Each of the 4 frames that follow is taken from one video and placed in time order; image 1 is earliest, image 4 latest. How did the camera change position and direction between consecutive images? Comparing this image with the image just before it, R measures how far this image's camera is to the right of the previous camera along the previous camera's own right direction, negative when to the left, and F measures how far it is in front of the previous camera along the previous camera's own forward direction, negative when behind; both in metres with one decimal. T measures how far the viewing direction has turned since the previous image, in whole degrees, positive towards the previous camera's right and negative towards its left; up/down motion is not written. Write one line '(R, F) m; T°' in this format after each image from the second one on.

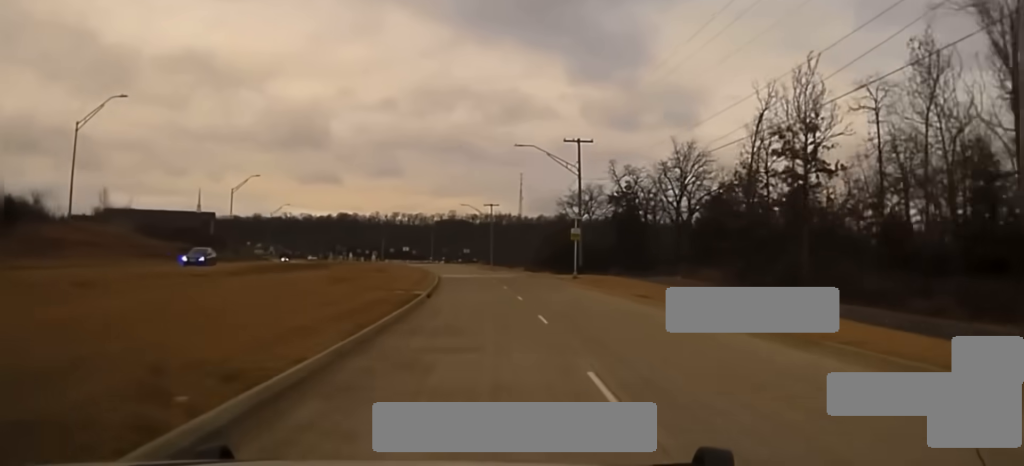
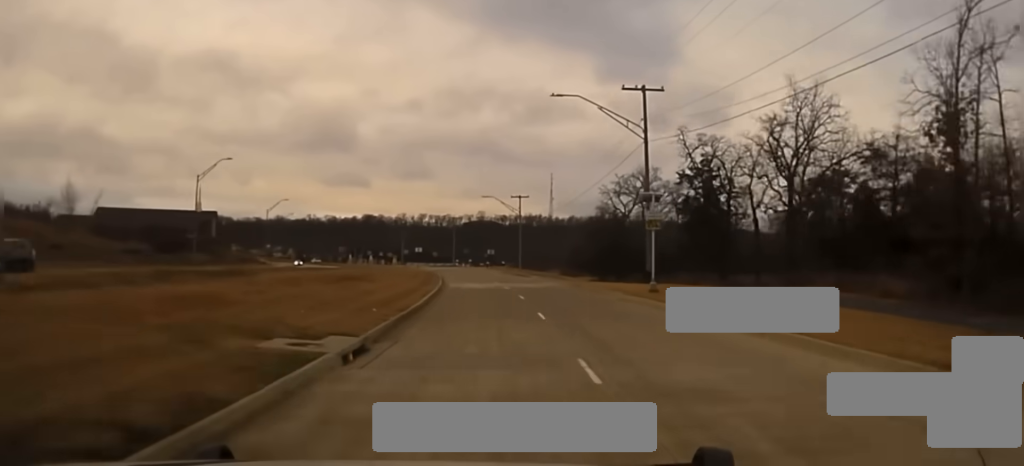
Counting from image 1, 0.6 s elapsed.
(-0.3, +22.2) m; -2°
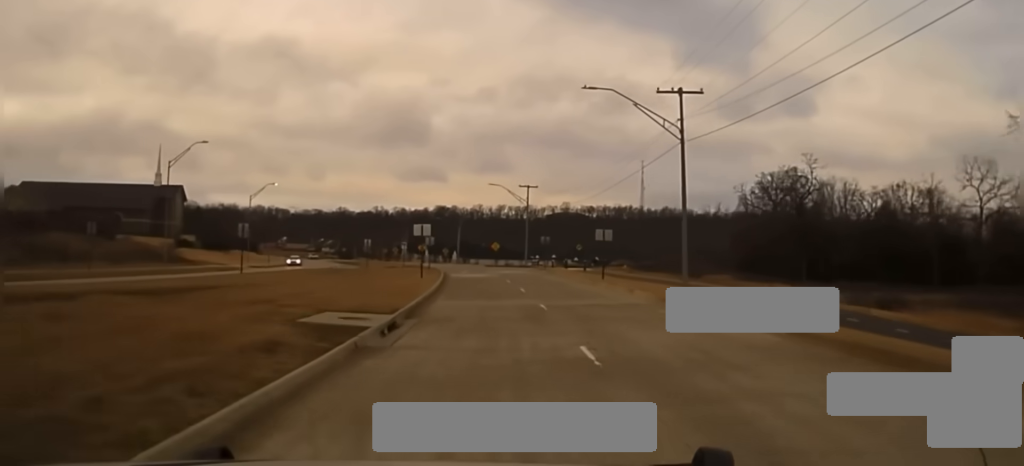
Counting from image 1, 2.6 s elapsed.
(-3.6, +74.6) m; -5°
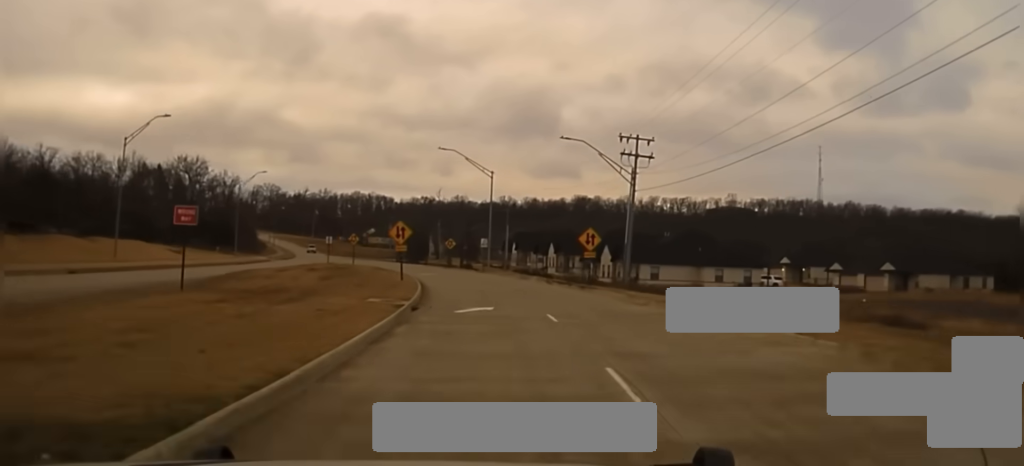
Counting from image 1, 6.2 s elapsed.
(-10.3, +127.9) m; -9°
